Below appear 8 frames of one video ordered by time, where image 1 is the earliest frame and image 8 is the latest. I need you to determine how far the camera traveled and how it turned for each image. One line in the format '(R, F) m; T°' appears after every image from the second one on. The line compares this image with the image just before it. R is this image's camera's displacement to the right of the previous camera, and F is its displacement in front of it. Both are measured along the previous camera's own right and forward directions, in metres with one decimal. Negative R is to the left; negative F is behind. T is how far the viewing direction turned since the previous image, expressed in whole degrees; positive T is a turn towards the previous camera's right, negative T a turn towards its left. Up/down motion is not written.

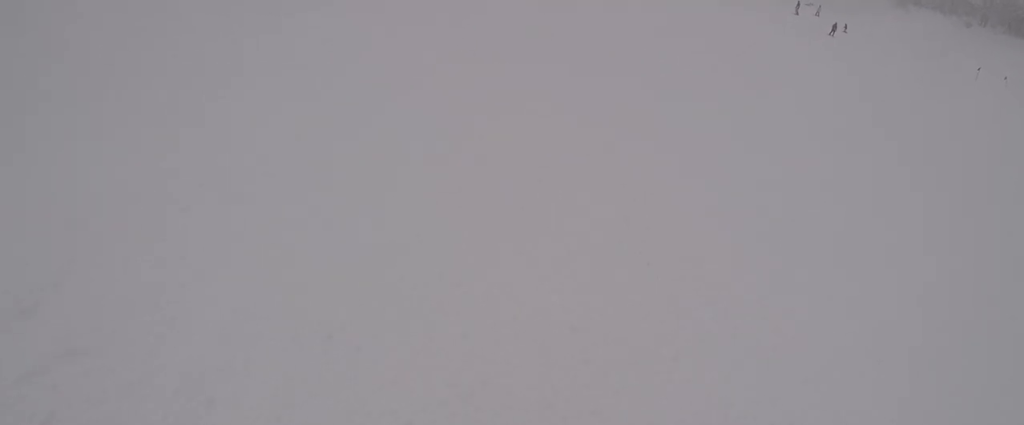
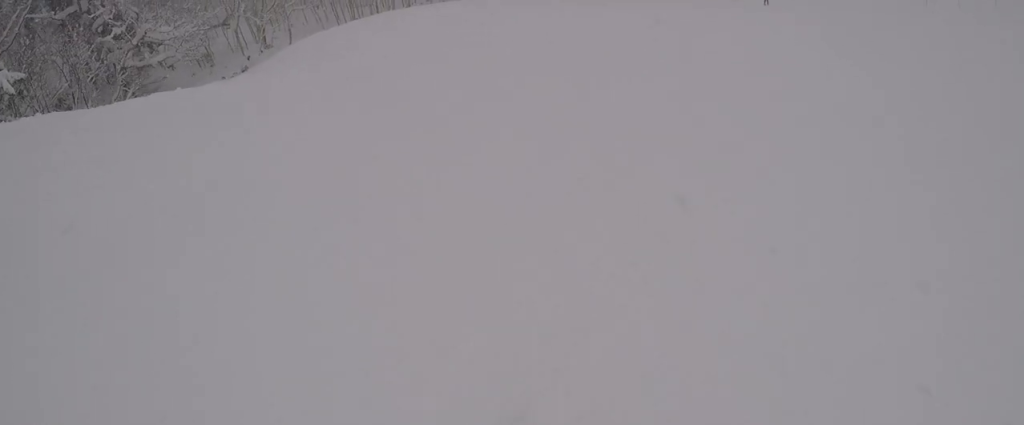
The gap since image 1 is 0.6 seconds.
(0.0, +5.0) m; +11°
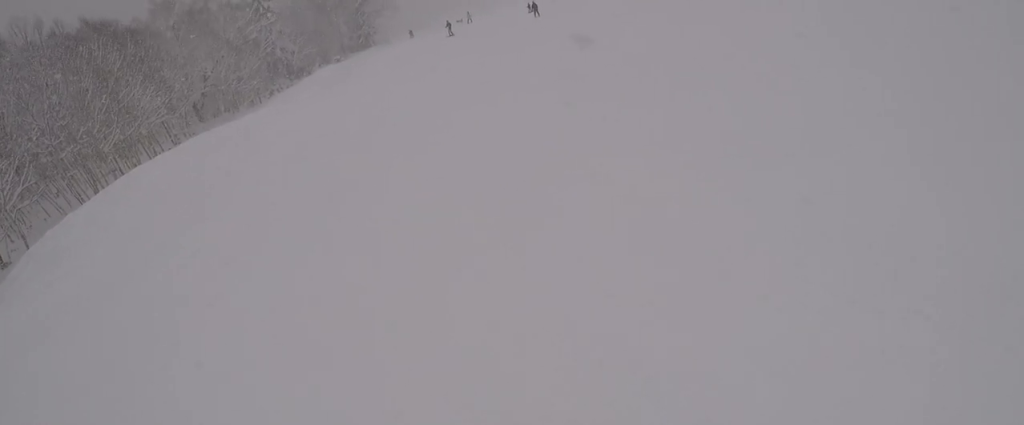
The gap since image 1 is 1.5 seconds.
(+1.2, +6.9) m; +19°
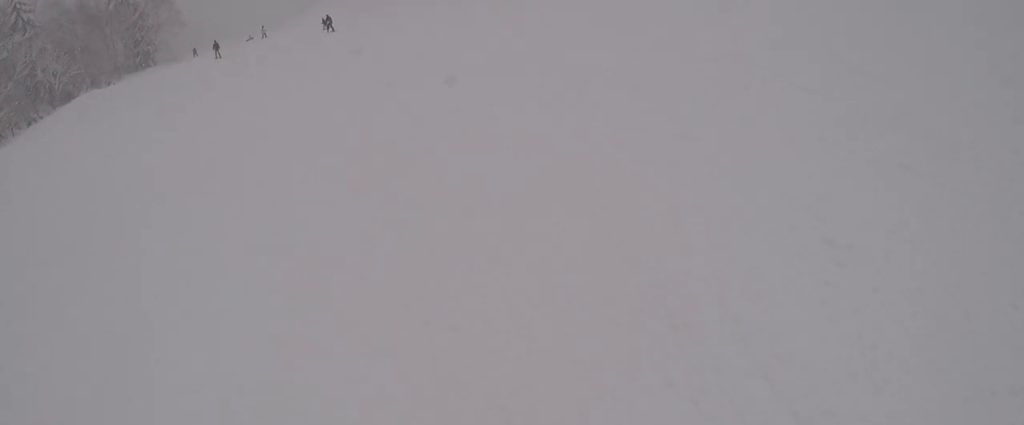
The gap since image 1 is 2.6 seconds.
(+1.5, +8.3) m; +6°
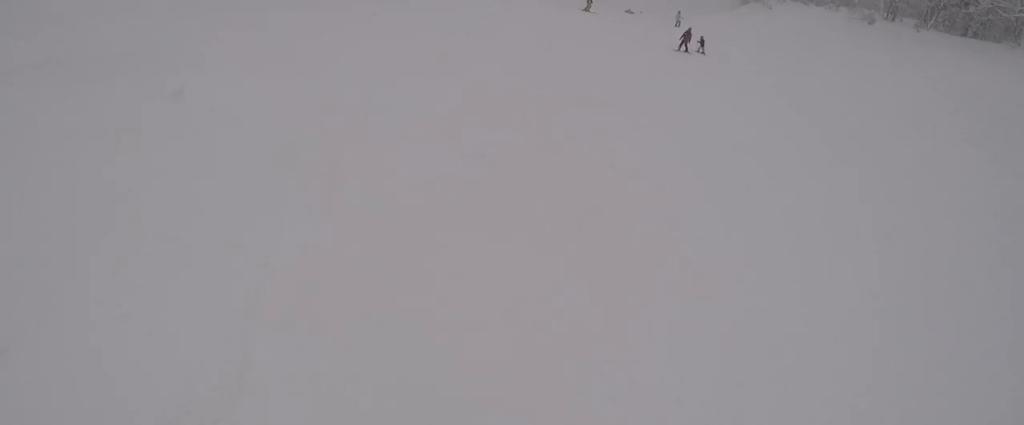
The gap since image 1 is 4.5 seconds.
(-2.5, +15.5) m; -19°
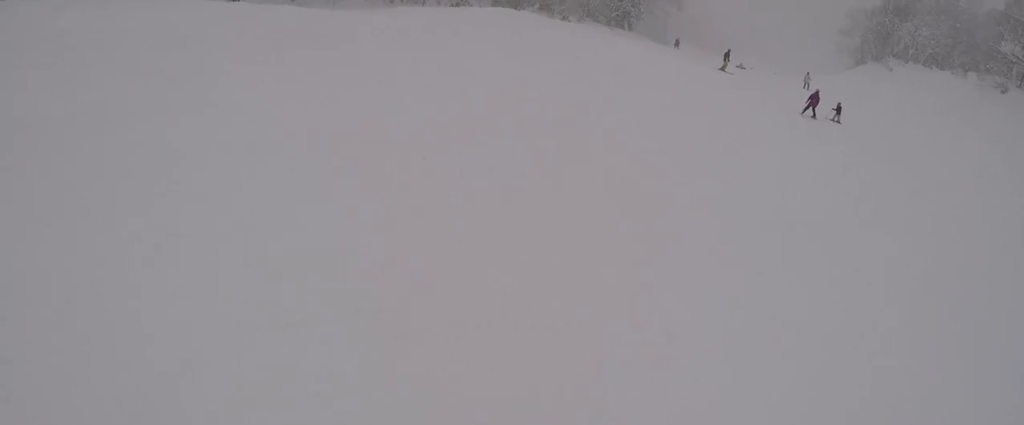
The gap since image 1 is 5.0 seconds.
(+0.3, +4.3) m; -6°
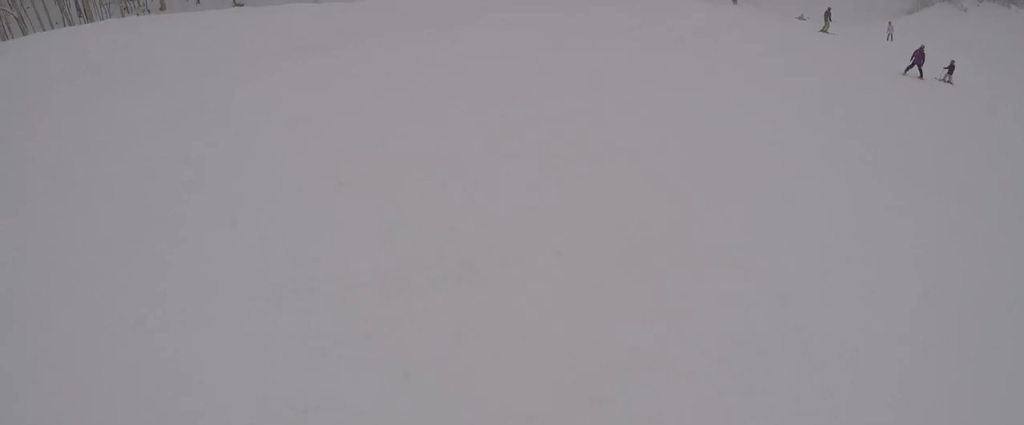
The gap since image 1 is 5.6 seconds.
(-0.7, +4.4) m; -1°
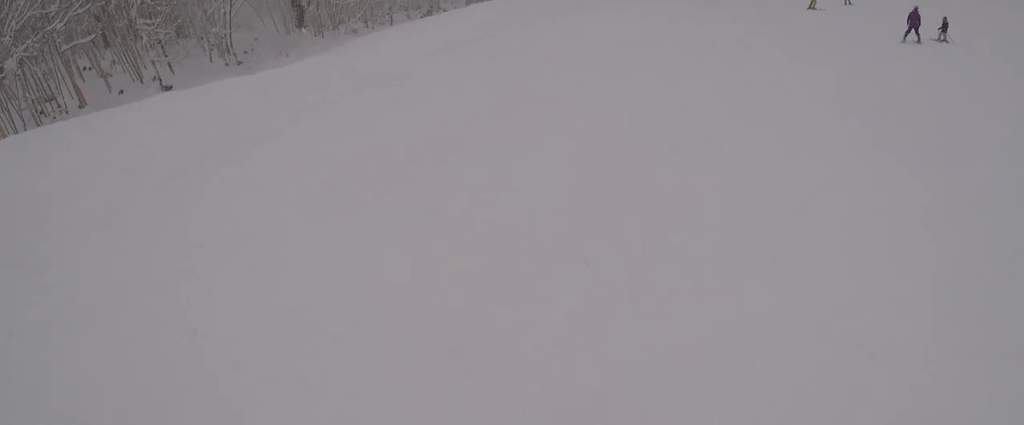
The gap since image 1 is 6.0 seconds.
(-0.8, +3.5) m; 0°
